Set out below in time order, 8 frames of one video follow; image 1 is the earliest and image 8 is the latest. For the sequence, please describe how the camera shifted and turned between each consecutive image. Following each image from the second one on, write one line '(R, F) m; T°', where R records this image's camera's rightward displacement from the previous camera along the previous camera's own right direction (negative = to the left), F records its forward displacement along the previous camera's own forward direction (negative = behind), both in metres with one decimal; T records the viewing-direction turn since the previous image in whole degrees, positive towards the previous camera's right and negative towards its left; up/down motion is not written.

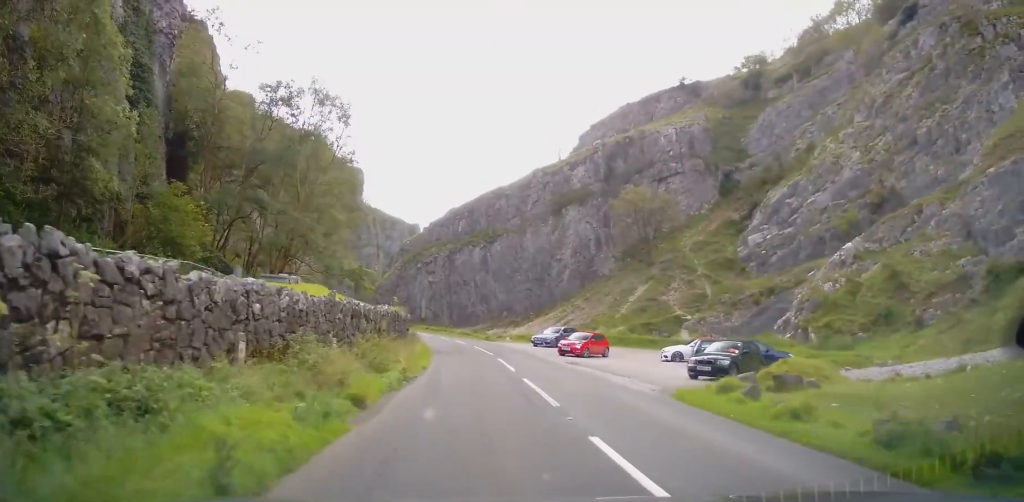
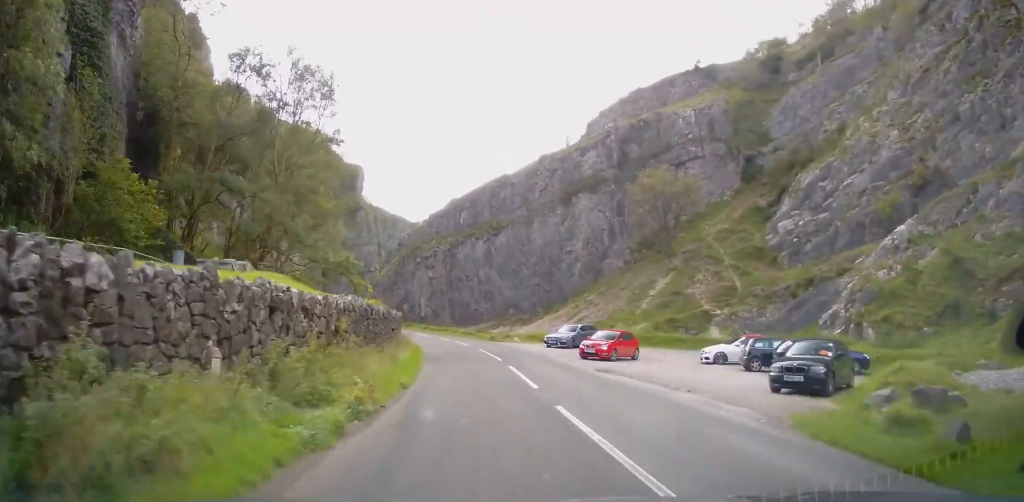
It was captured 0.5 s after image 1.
(0.0, +5.8) m; -1°
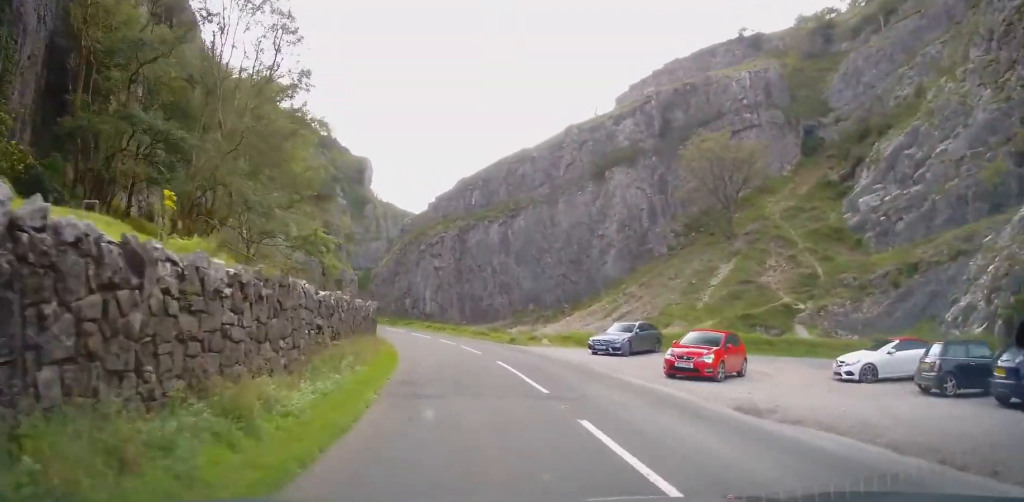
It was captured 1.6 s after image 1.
(-0.2, +11.5) m; -3°
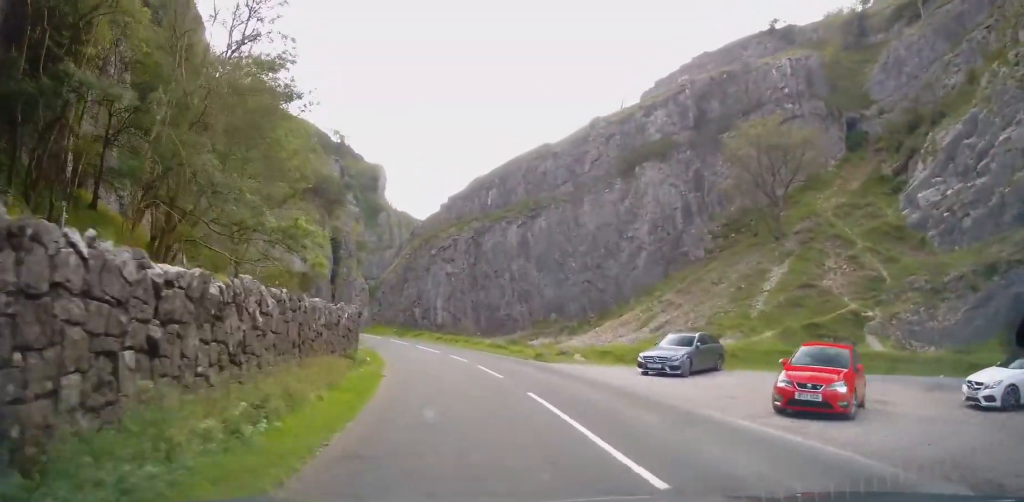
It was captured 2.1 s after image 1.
(0.0, +5.8) m; -2°
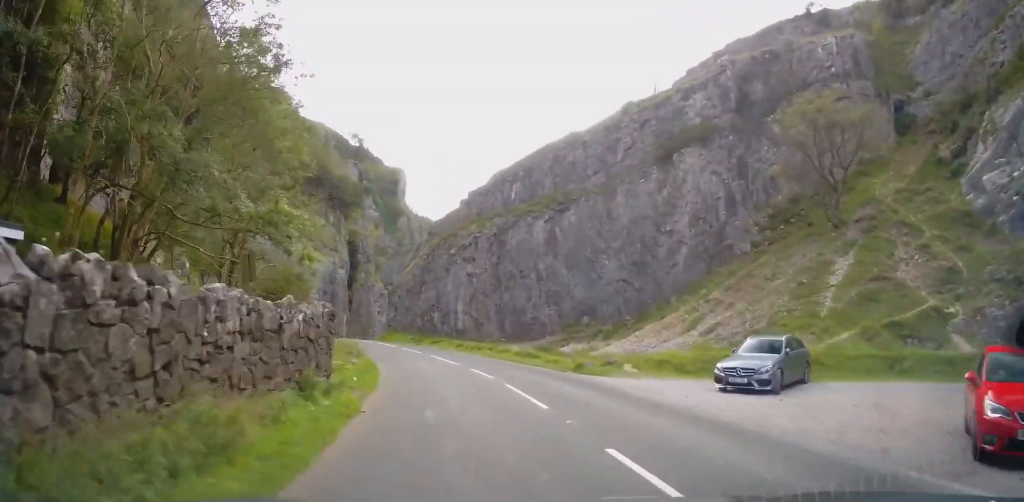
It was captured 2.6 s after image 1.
(-0.1, +5.2) m; -2°
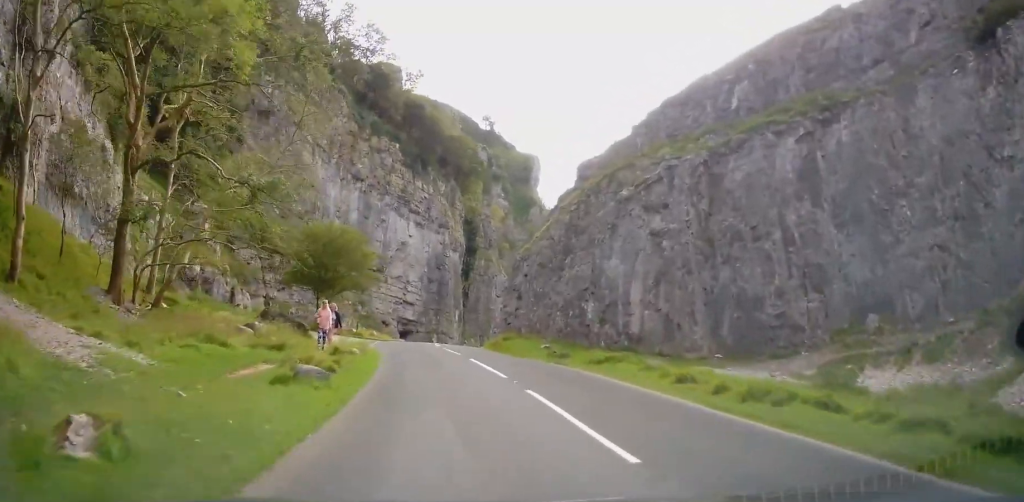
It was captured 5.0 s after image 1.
(-2.2, +25.3) m; -12°
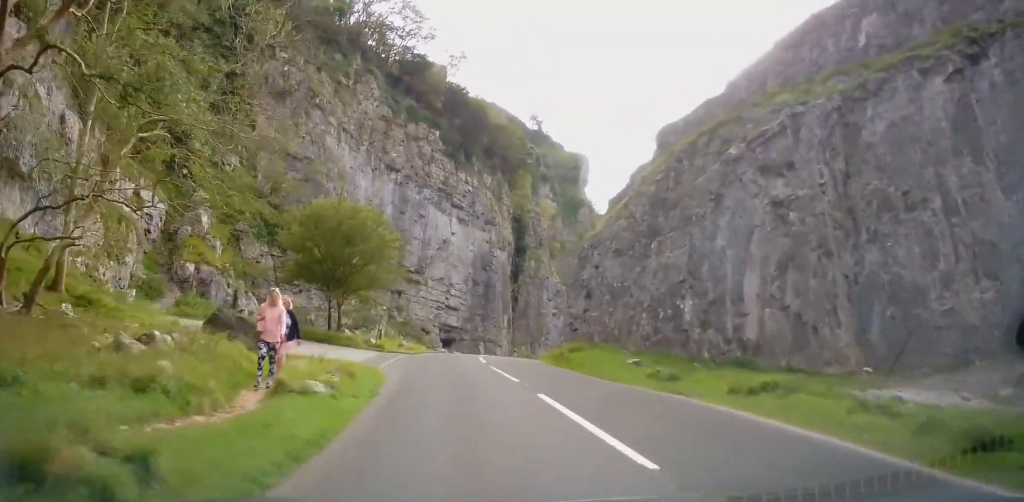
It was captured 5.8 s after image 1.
(-0.5, +8.7) m; -4°
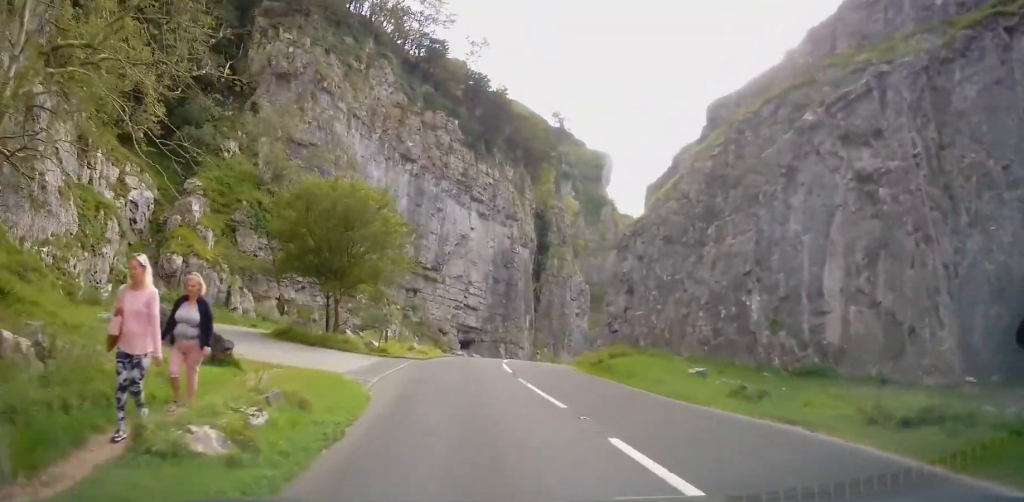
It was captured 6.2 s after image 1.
(-0.1, +4.5) m; -1°
